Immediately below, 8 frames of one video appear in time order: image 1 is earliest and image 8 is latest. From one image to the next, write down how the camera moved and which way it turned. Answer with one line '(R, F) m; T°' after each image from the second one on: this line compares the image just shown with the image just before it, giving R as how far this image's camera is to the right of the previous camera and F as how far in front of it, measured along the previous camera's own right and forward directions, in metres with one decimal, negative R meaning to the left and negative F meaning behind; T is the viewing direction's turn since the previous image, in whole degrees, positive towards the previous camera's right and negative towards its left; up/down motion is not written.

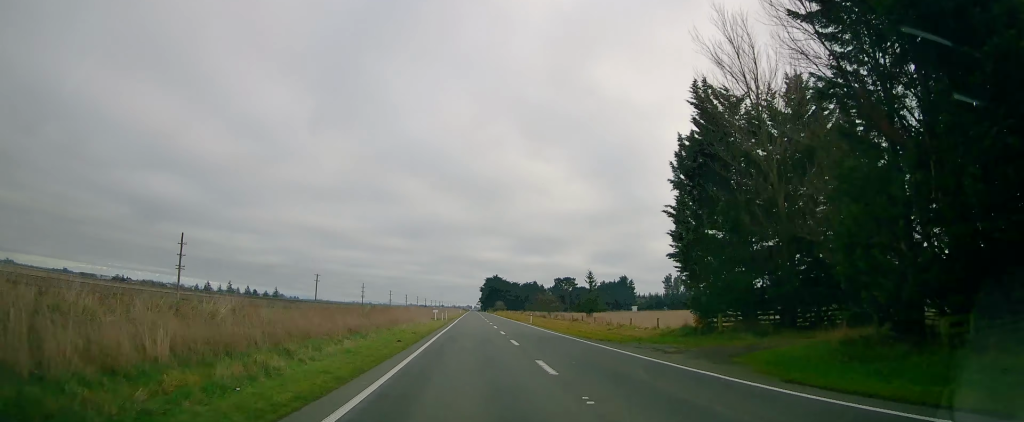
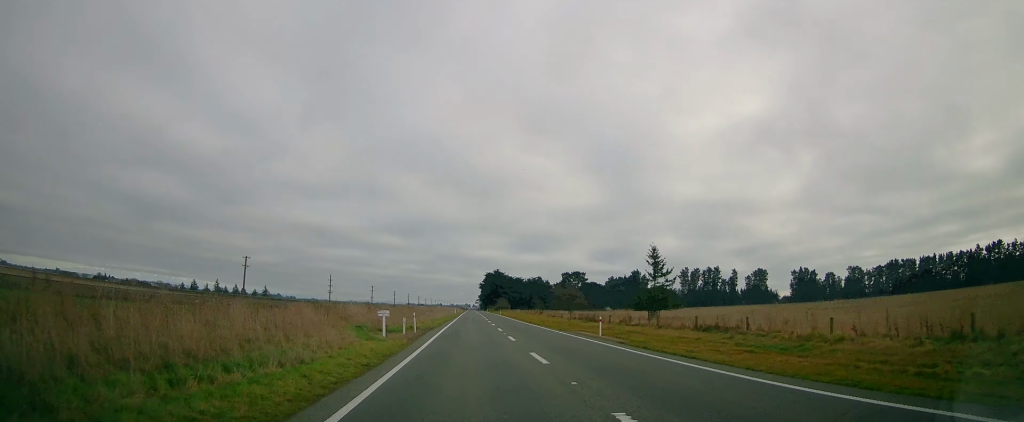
(-0.2, +38.5) m; -1°
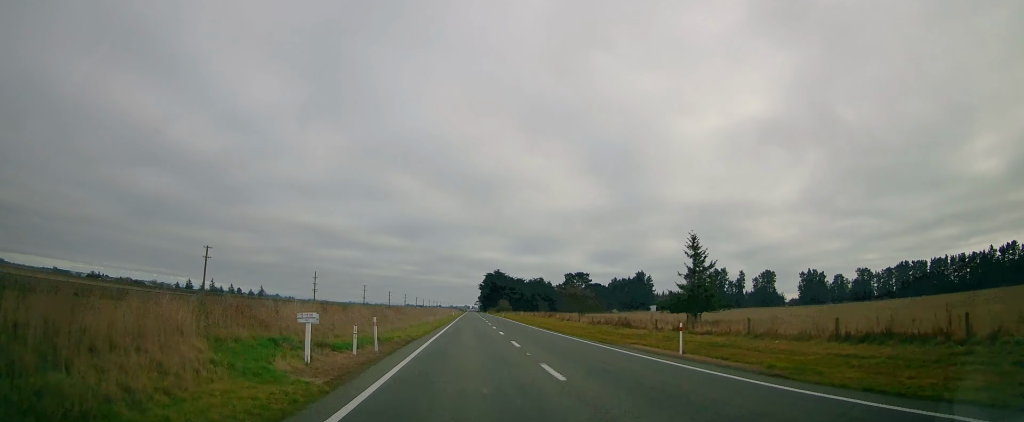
(-0.3, +12.9) m; 0°
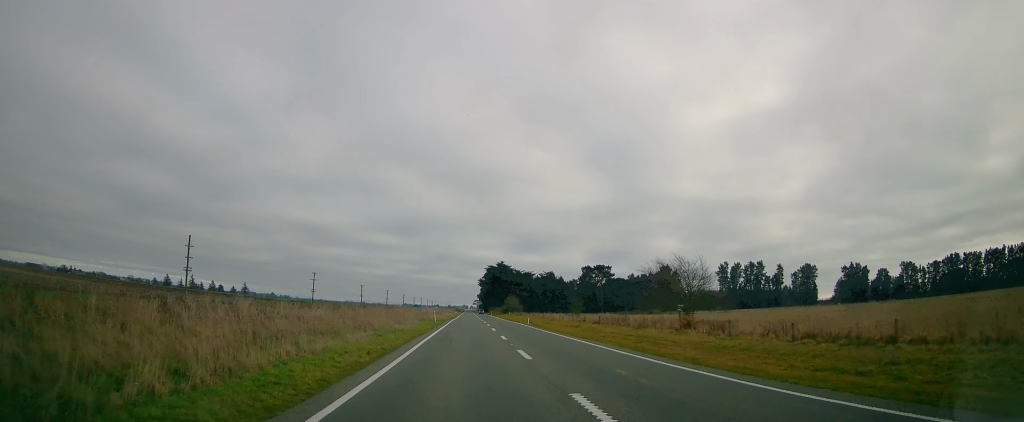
(+1.4, +55.4) m; +2°
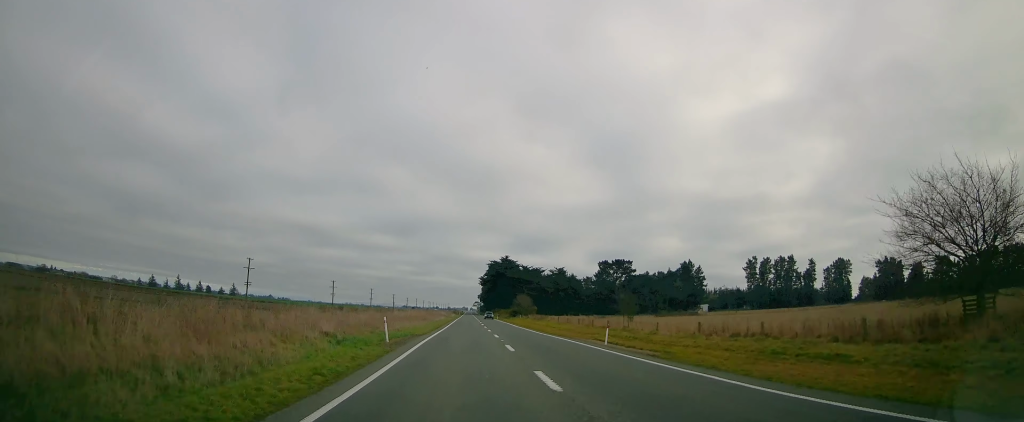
(-0.2, +36.2) m; -1°
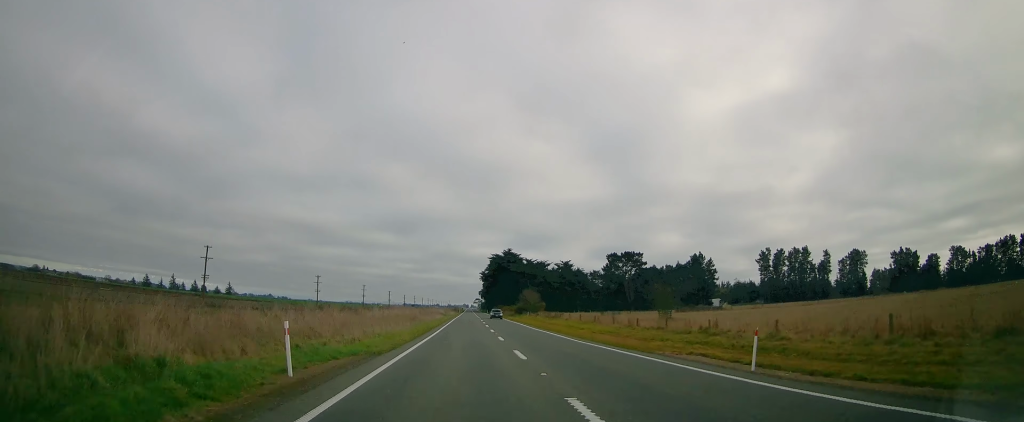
(-0.2, +14.5) m; 0°
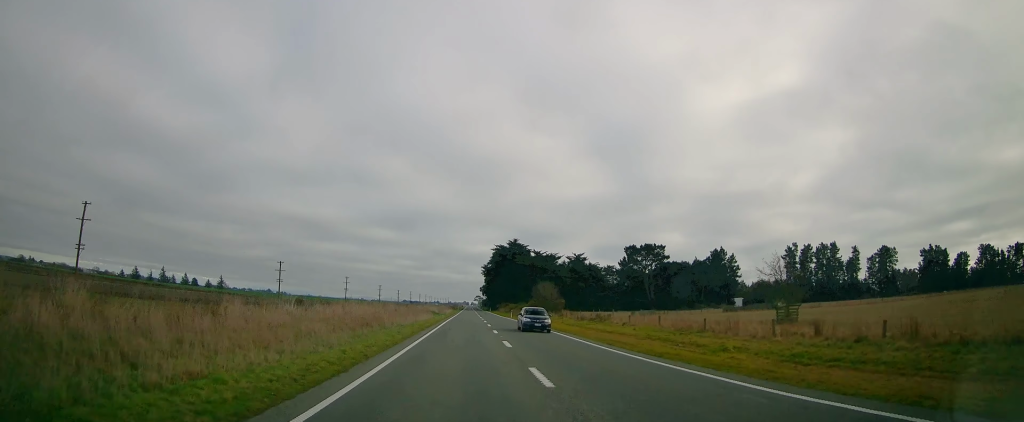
(+0.3, +25.5) m; -1°
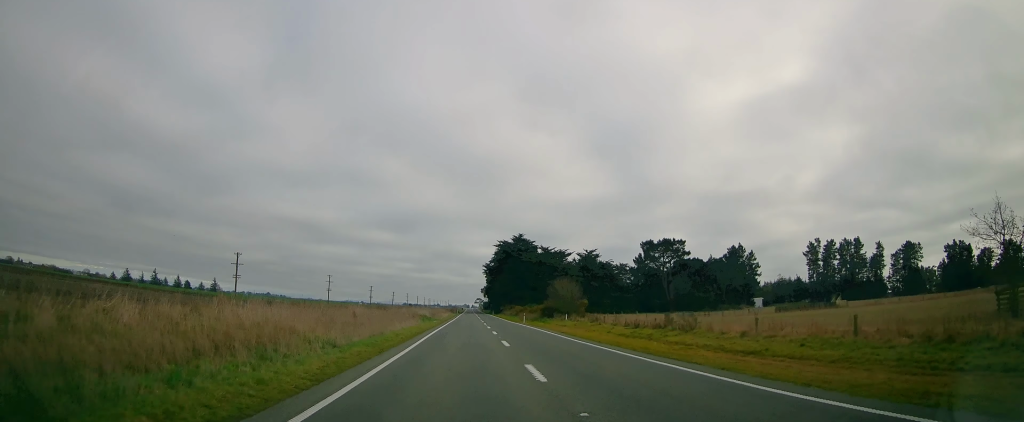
(-0.3, +19.3) m; 0°
